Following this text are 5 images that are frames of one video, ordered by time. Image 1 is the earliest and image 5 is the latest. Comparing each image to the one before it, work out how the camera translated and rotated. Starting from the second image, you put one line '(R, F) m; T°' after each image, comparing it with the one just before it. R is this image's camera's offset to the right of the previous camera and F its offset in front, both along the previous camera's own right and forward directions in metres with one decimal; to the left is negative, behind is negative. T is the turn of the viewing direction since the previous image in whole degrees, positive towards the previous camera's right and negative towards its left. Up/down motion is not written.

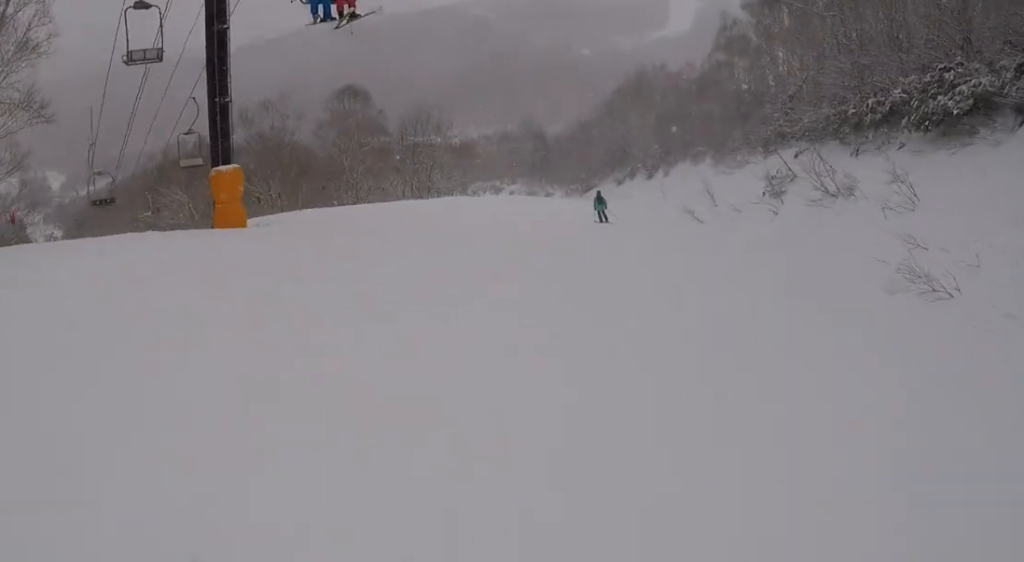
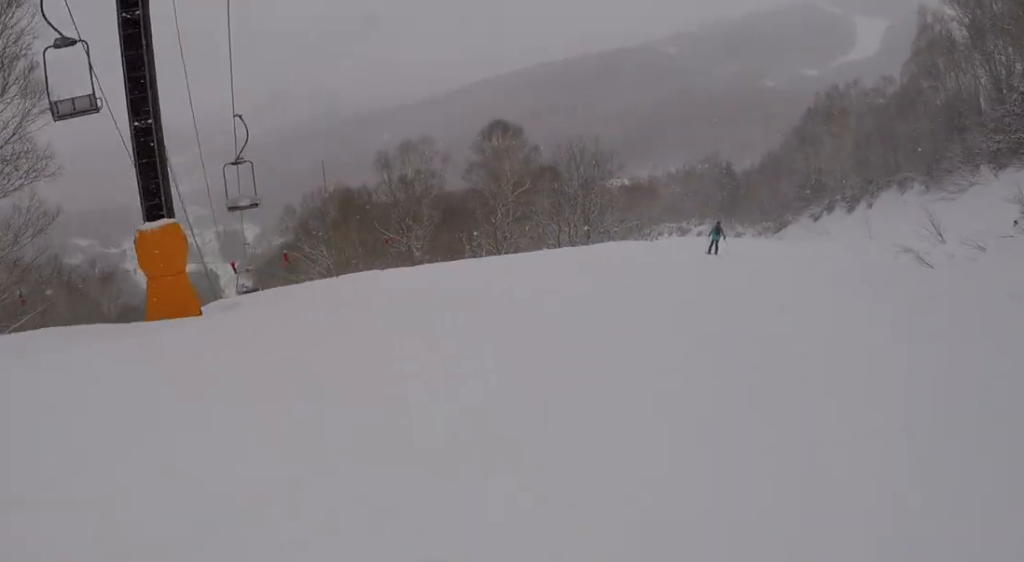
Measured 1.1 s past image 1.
(-0.2, +8.3) m; +1°
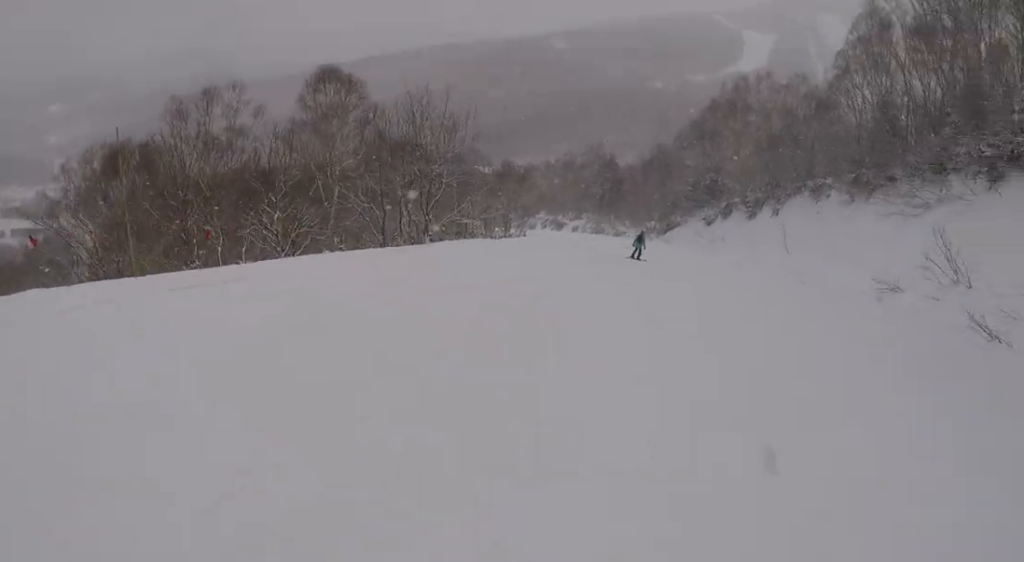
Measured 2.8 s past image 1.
(+0.4, +12.8) m; +4°
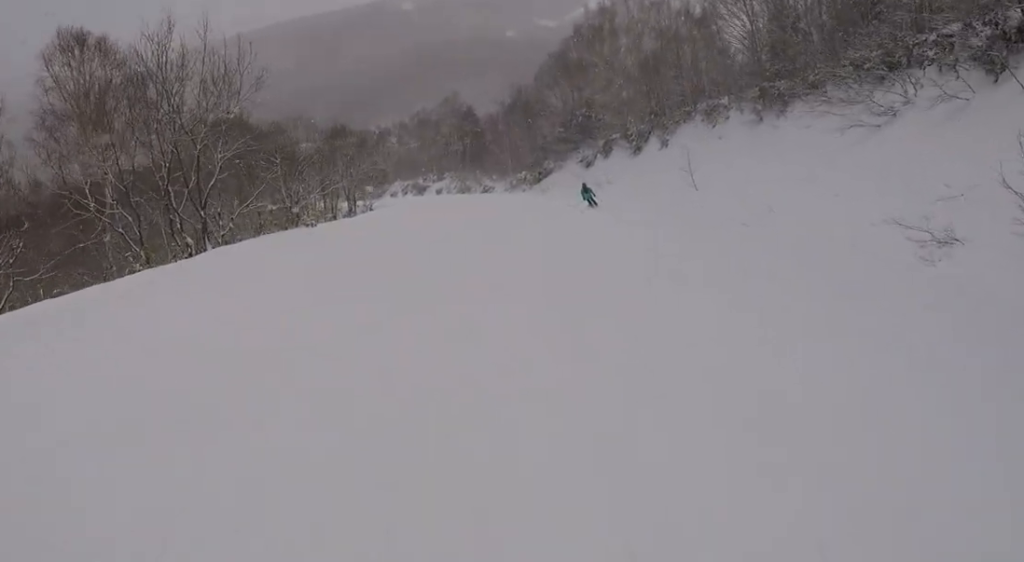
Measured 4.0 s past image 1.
(+0.6, +9.7) m; +11°
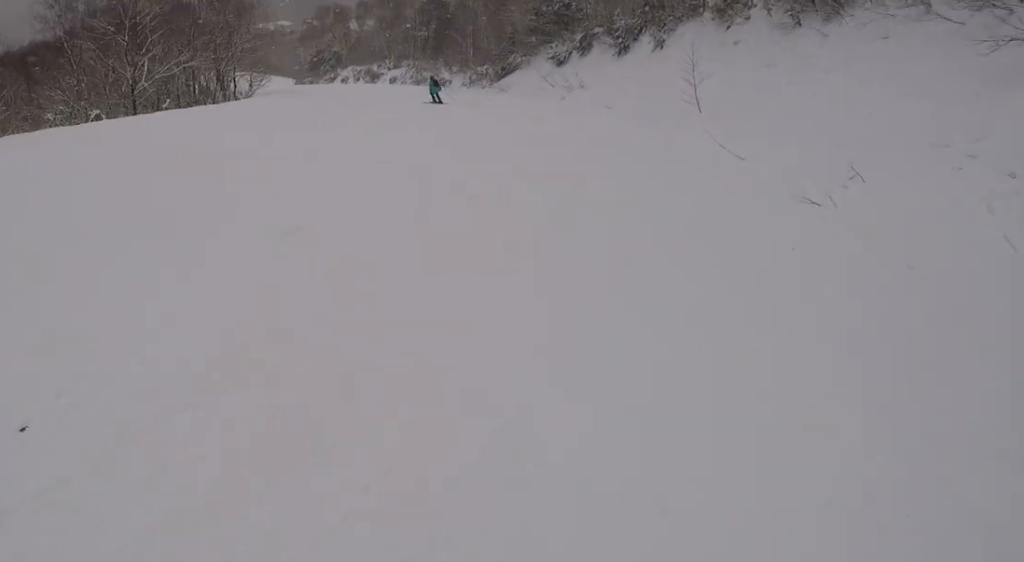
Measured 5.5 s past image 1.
(+0.6, +11.6) m; -18°
